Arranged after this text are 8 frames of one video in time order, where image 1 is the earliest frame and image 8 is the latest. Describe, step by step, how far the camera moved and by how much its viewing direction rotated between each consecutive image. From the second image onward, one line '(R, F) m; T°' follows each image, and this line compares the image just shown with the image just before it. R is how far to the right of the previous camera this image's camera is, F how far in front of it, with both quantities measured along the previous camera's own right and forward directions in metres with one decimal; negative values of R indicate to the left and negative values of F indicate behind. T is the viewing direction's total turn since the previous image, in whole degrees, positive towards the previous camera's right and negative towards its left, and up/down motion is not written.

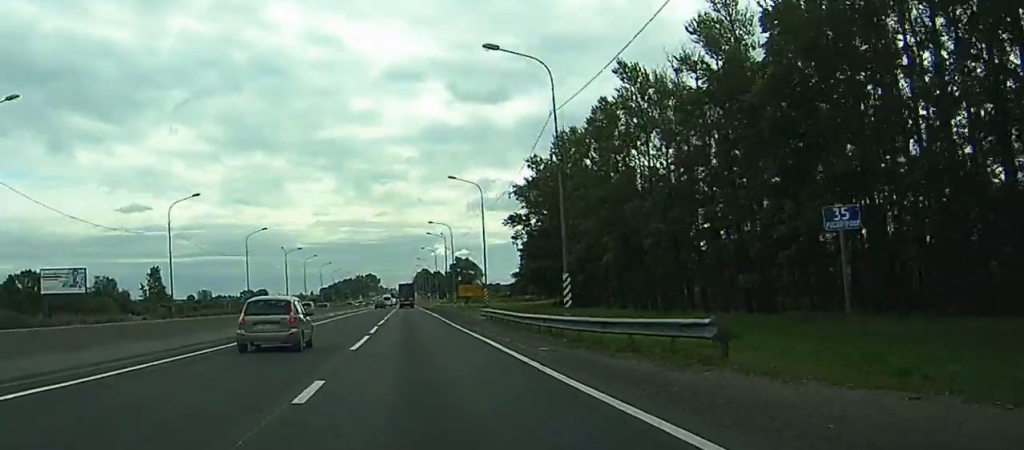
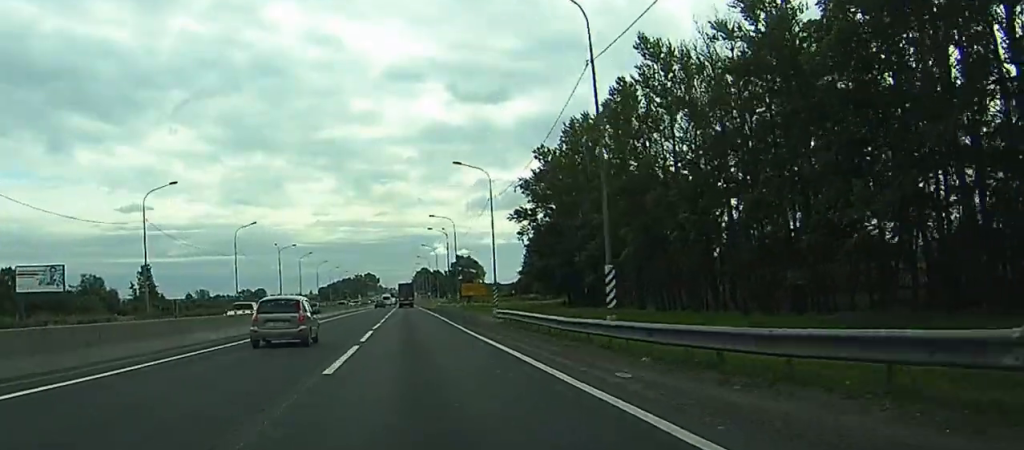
(0.0, +7.5) m; 0°
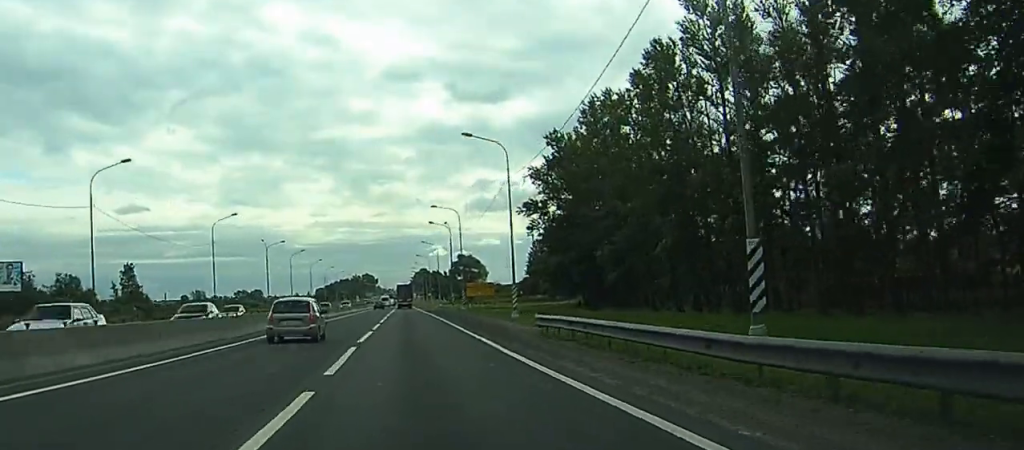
(0.0, +11.8) m; 0°
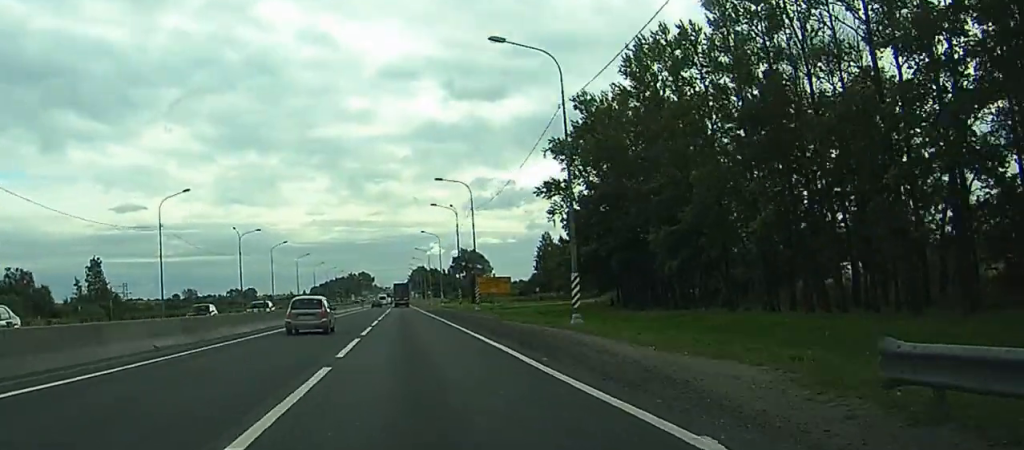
(0.0, +19.9) m; 0°
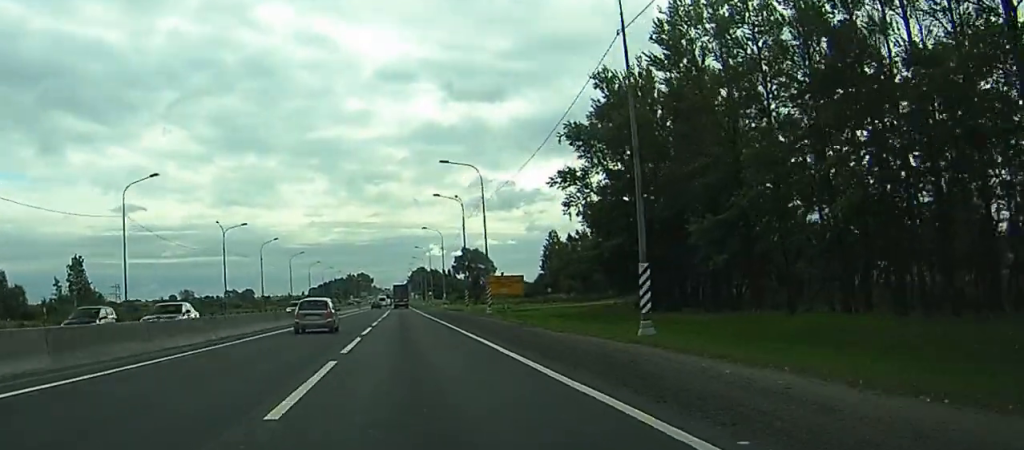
(0.0, +9.9) m; 0°
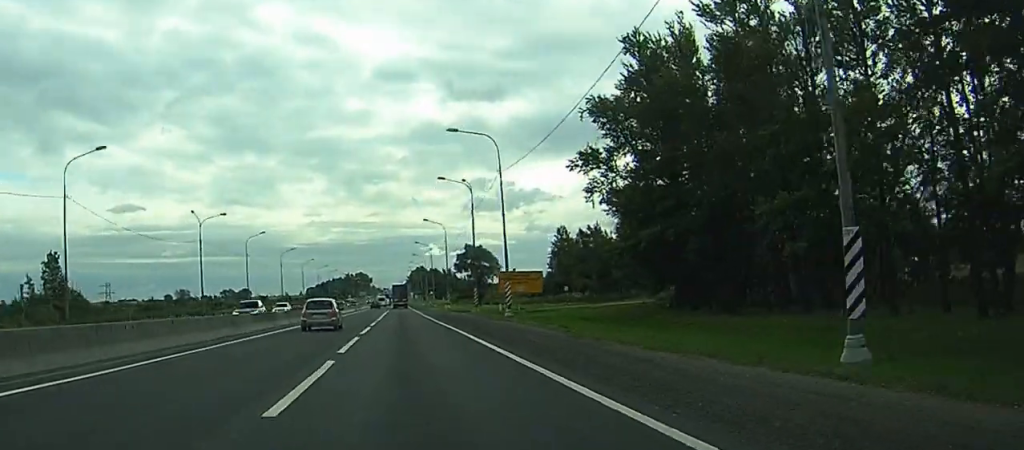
(0.0, +11.7) m; 0°
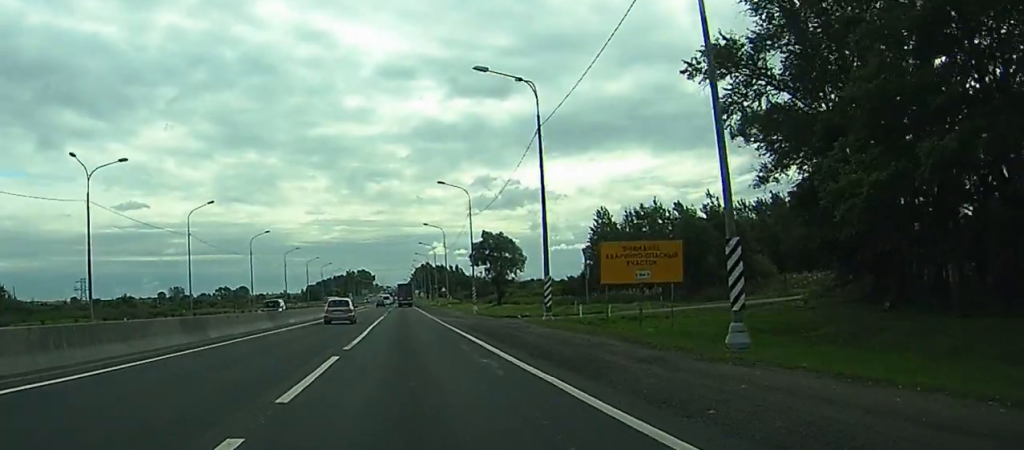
(+0.1, +34.1) m; 0°
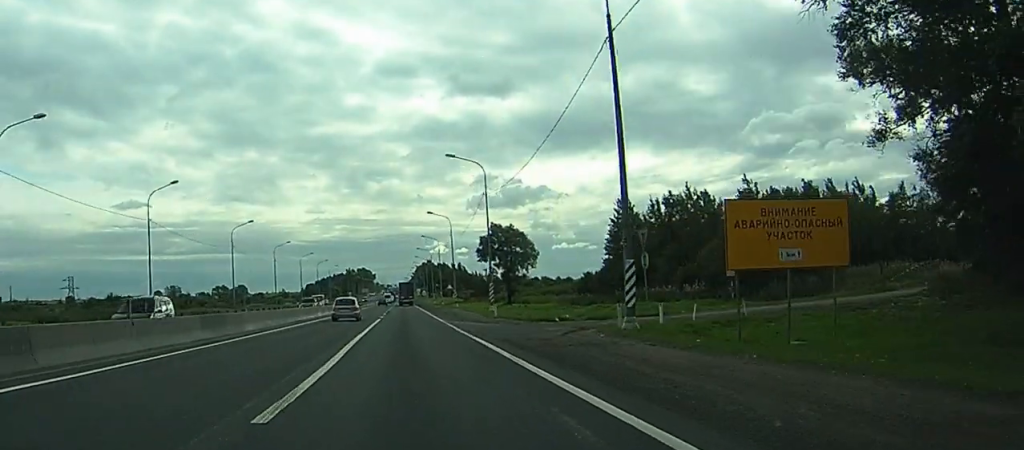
(0.0, +13.9) m; 0°
